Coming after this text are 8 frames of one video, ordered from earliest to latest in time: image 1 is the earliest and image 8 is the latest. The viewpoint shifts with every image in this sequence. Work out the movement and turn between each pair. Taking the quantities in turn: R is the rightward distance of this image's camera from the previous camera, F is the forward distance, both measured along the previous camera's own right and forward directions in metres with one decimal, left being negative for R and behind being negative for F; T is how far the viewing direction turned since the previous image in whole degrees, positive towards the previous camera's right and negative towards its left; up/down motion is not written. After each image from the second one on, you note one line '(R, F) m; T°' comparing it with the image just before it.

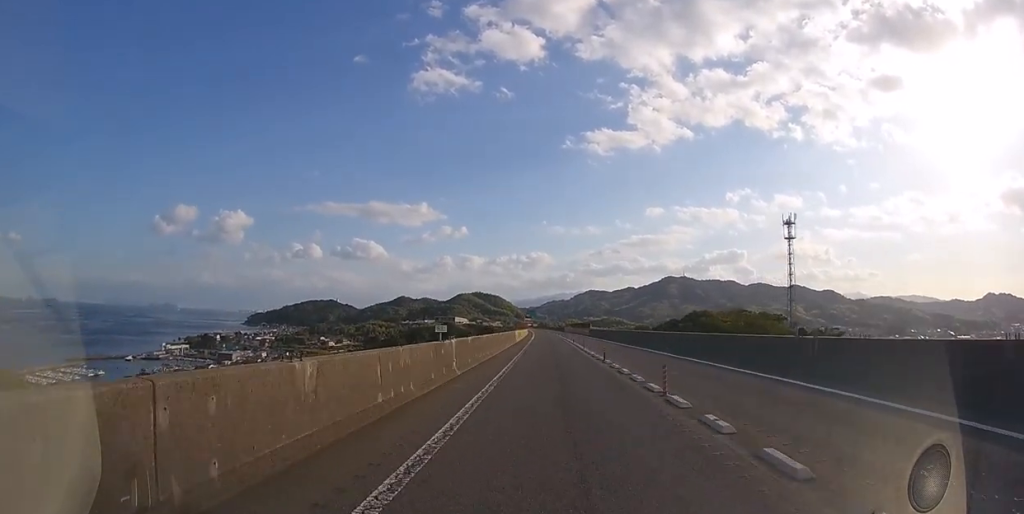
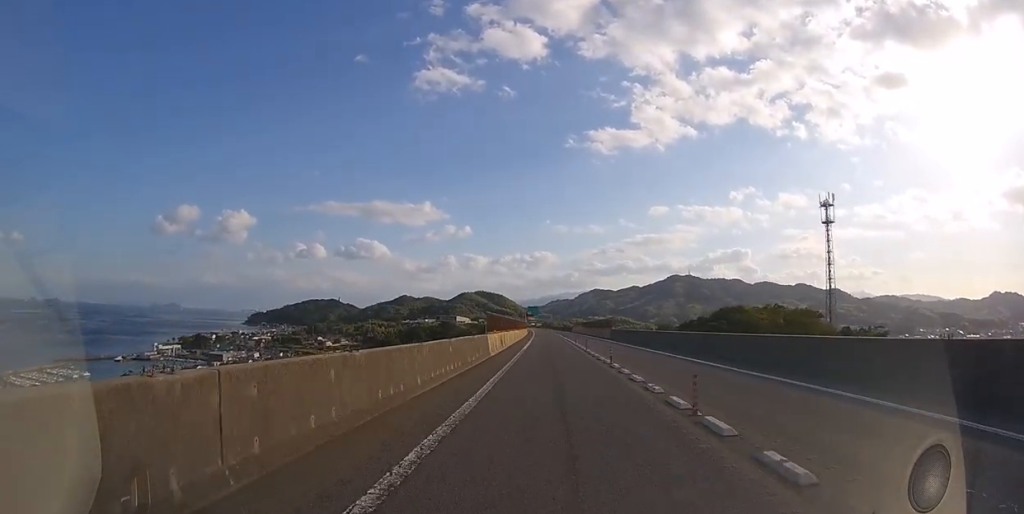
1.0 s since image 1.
(0.0, +22.0) m; 0°
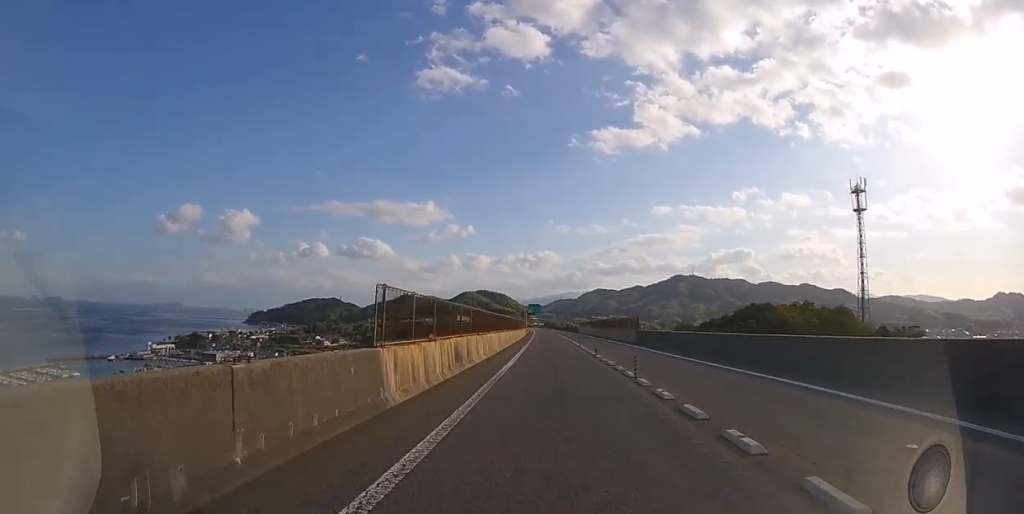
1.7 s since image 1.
(0.0, +14.9) m; 0°
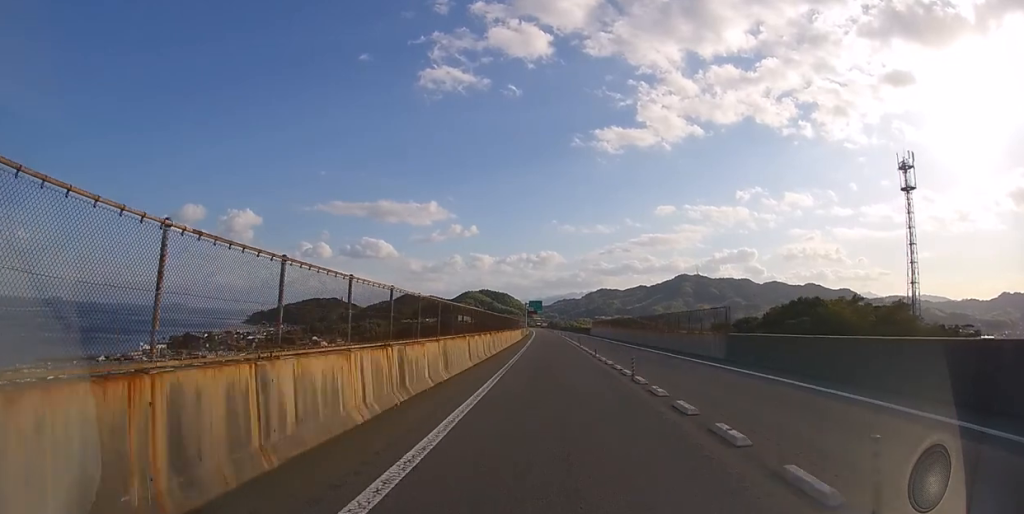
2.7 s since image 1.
(-0.1, +19.9) m; 0°
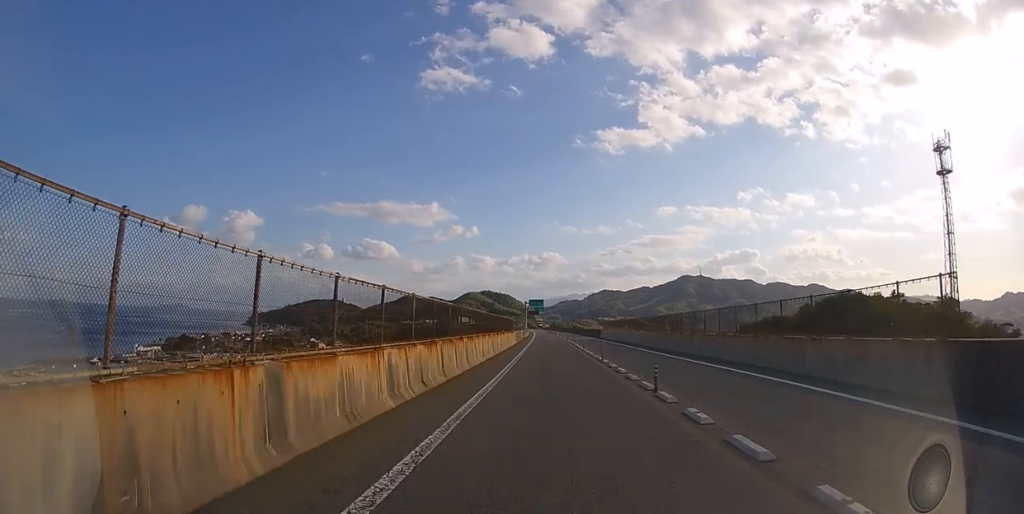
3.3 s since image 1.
(0.0, +12.8) m; 0°
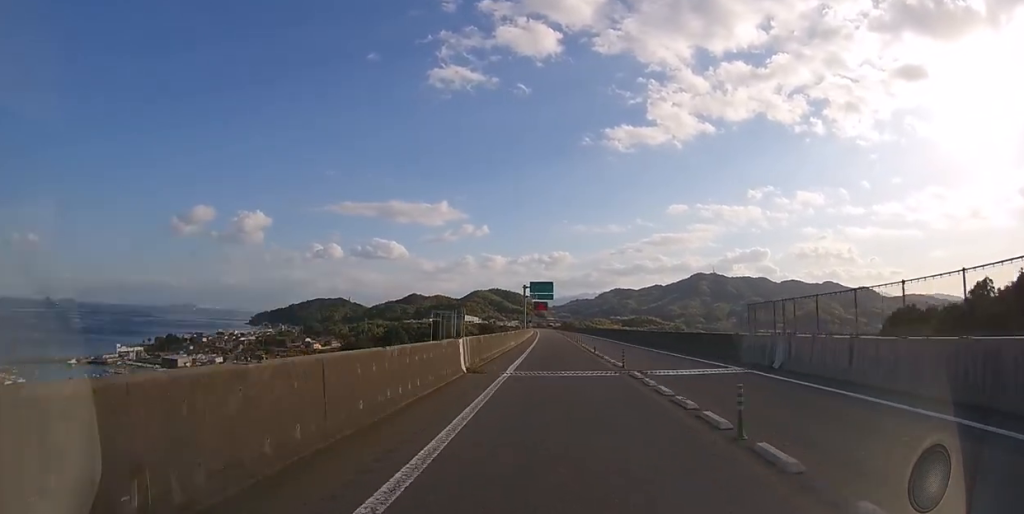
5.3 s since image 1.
(-0.3, +43.9) m; -1°
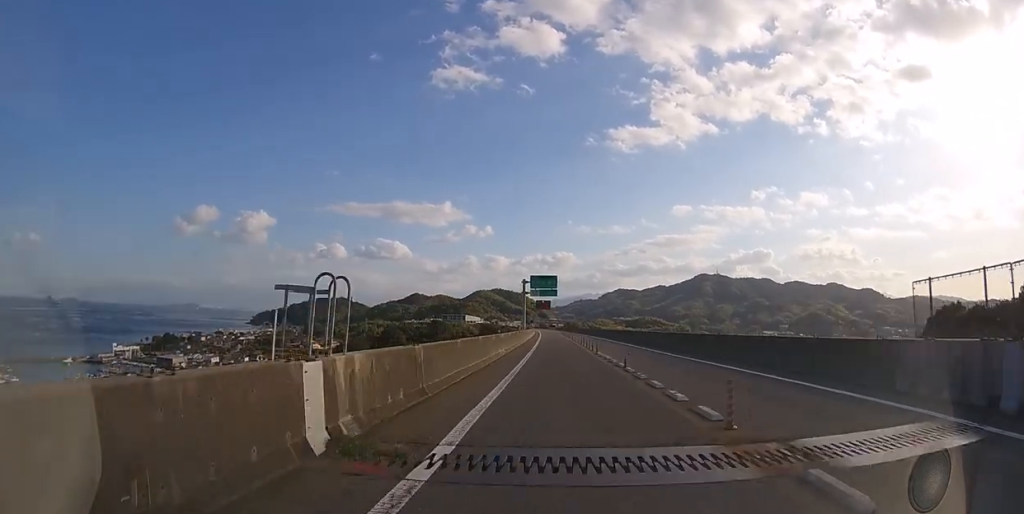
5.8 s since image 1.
(0.0, +9.2) m; 0°
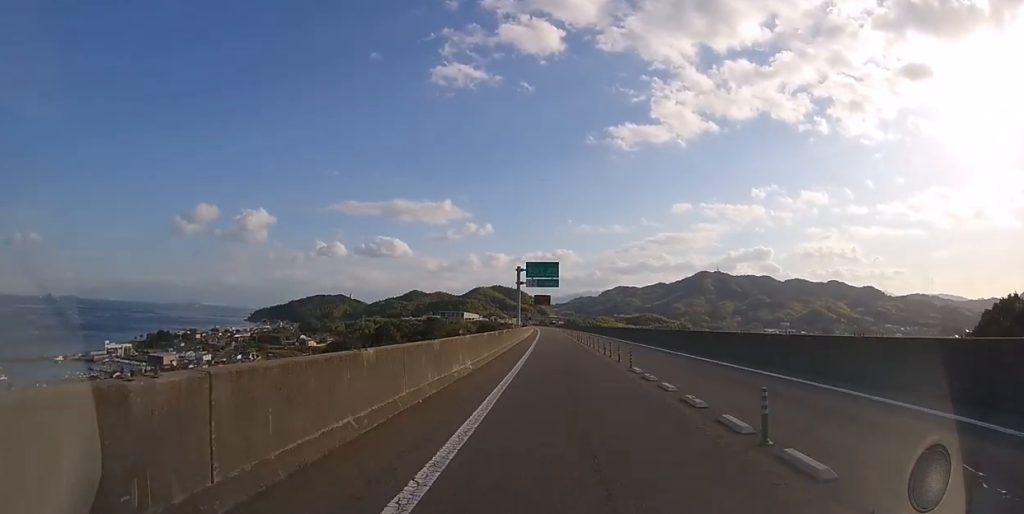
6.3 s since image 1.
(-0.1, +11.4) m; 0°
